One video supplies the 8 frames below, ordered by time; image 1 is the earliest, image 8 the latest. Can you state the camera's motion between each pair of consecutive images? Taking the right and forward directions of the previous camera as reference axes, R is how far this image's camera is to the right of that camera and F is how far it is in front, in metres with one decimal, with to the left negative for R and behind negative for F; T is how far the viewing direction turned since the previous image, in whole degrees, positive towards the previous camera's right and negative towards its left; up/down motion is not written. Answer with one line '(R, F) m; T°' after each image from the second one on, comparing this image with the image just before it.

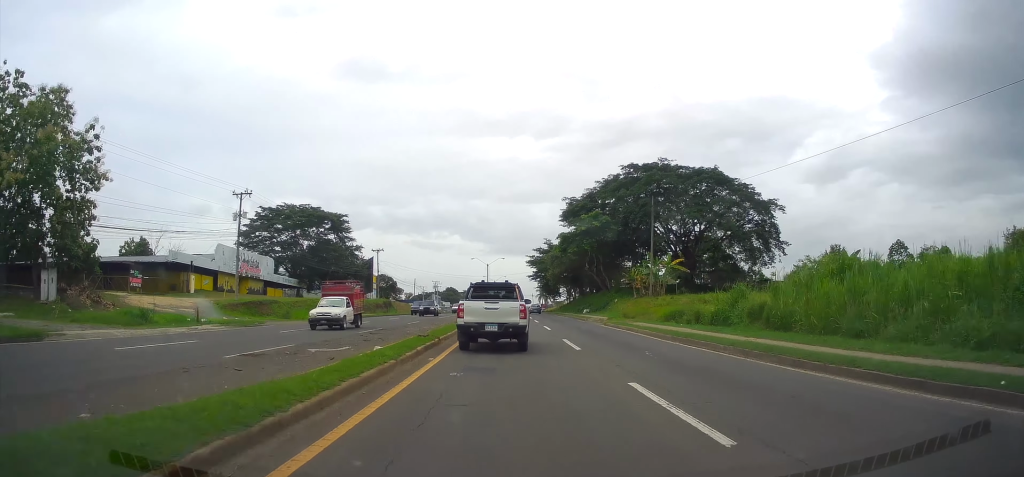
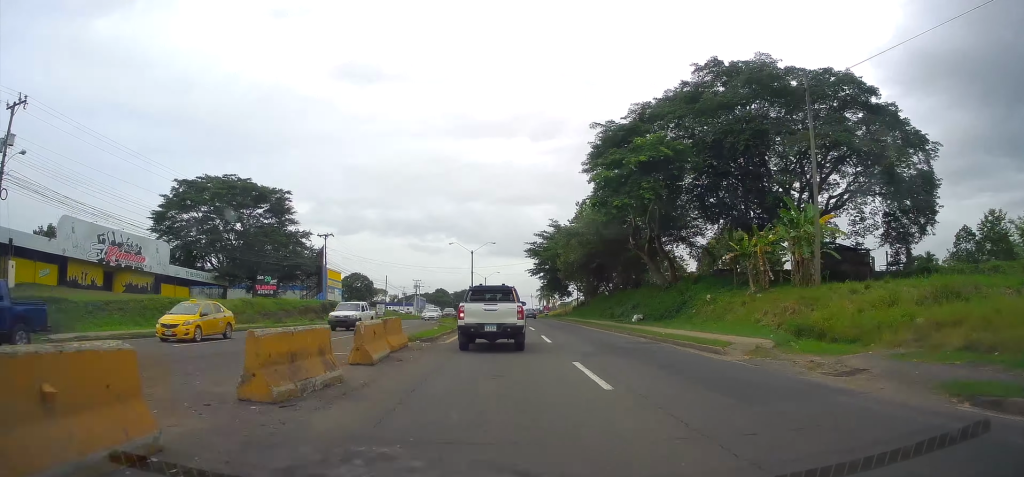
(+1.1, +32.7) m; +1°
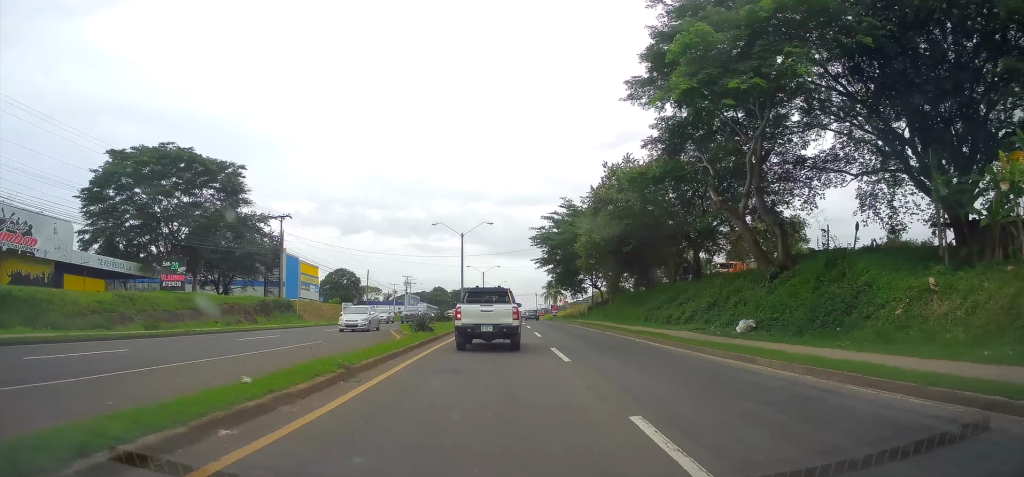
(-0.4, +19.1) m; -1°
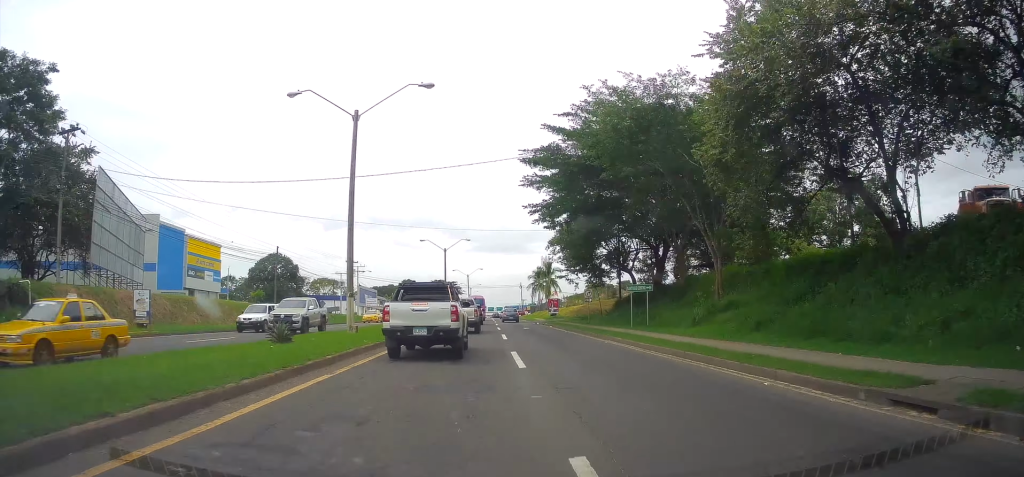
(-0.3, +36.5) m; +1°
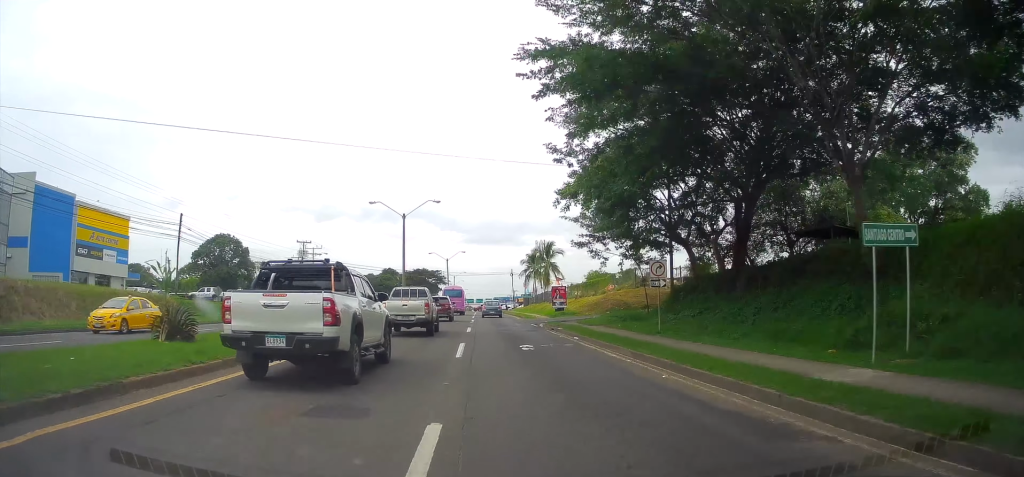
(+0.5, +21.5) m; +1°
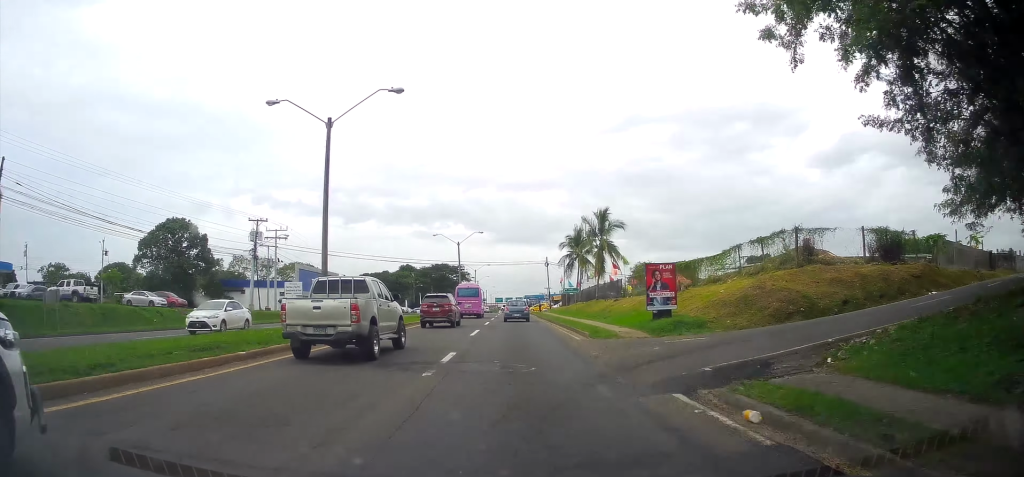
(-0.1, +27.7) m; 0°
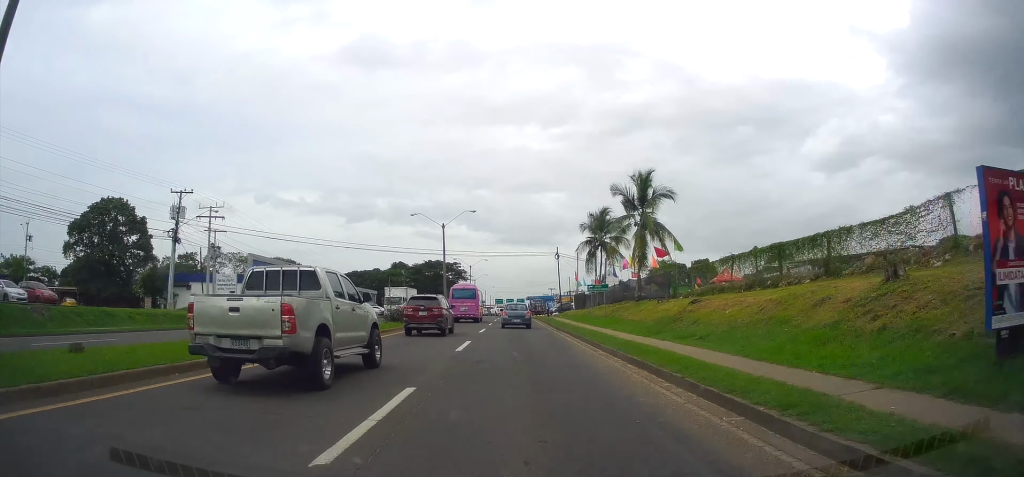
(0.0, +18.7) m; 0°
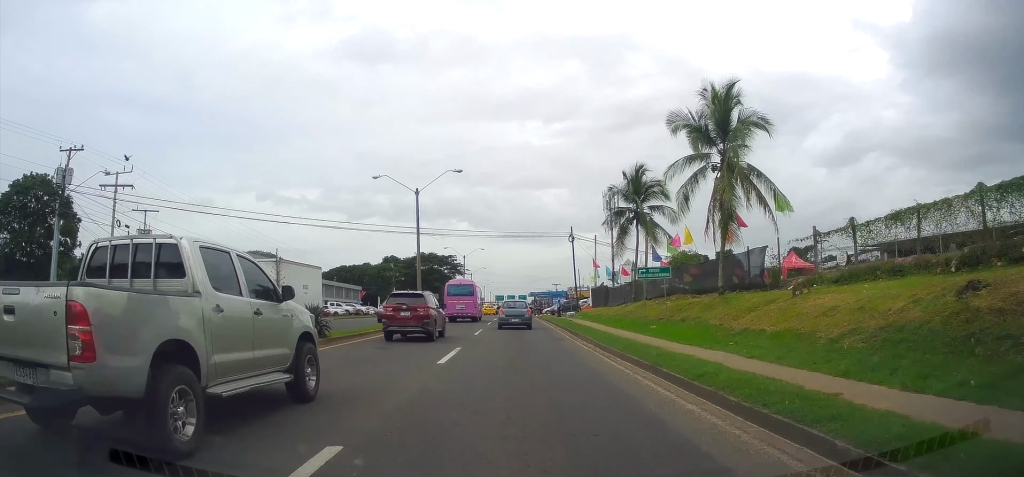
(0.0, +16.8) m; 0°
